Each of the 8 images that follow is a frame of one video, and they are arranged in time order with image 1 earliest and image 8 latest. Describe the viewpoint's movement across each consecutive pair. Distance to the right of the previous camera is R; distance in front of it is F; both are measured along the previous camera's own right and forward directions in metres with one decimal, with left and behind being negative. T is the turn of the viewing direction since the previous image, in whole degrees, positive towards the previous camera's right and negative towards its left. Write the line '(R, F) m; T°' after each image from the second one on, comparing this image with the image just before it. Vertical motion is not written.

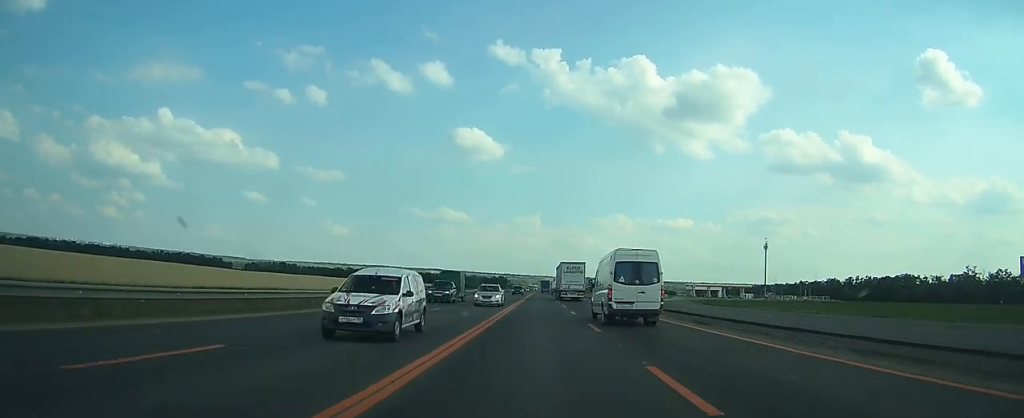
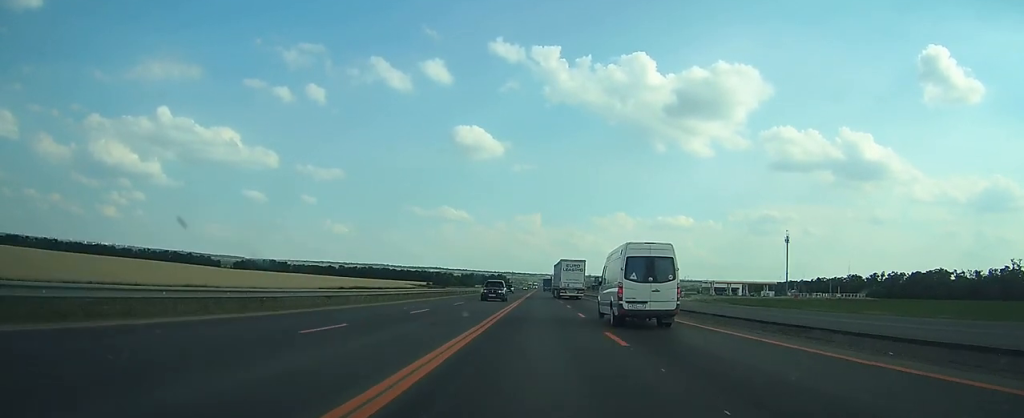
(+0.1, +28.8) m; 0°
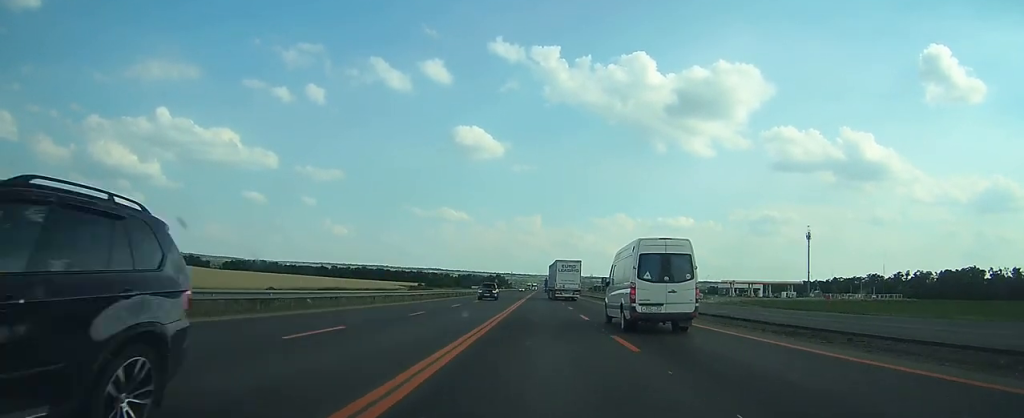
(+0.1, +24.7) m; 0°
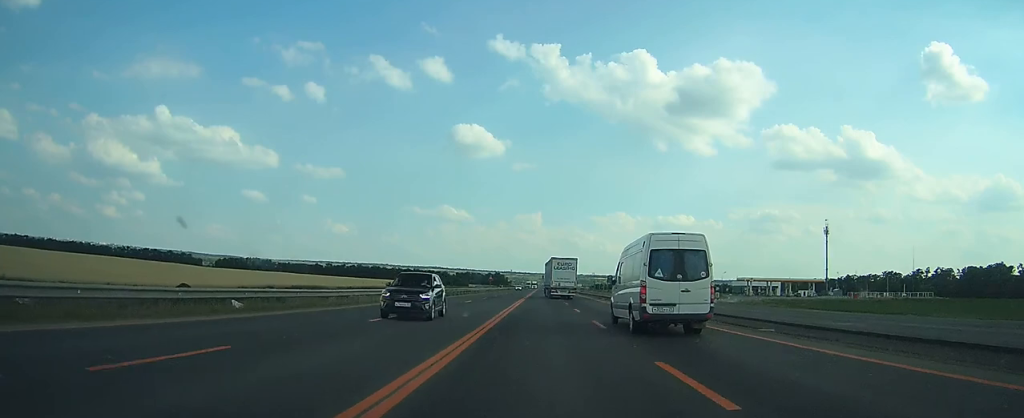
(0.0, +17.8) m; 0°
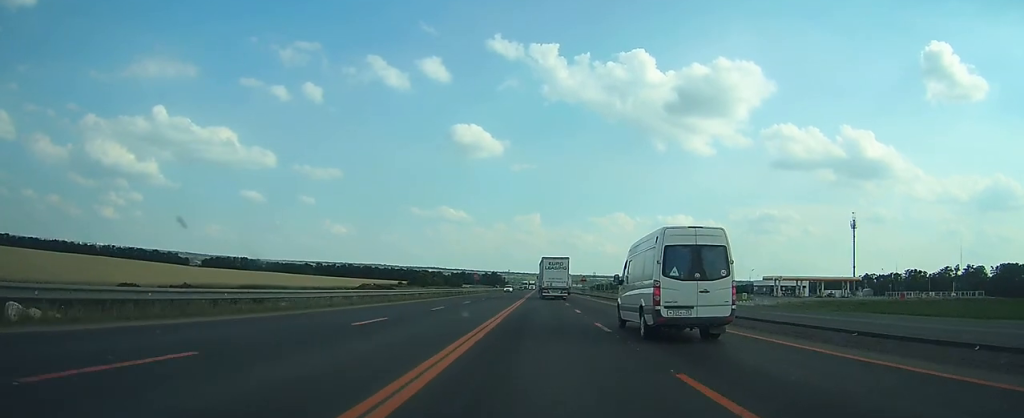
(-0.1, +25.1) m; 0°
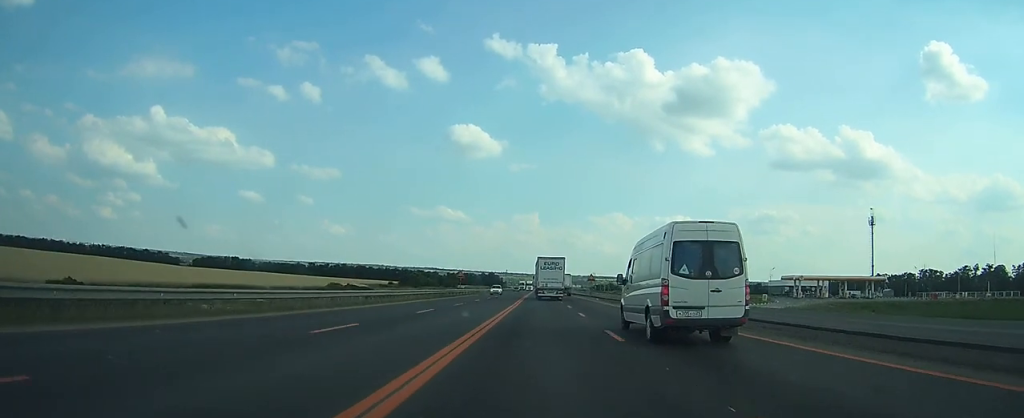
(0.0, +15.4) m; 0°
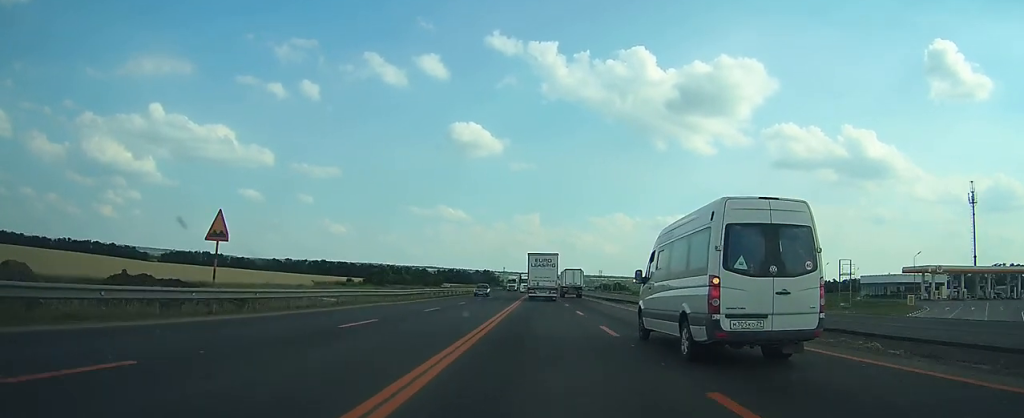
(+0.1, +58.0) m; 0°
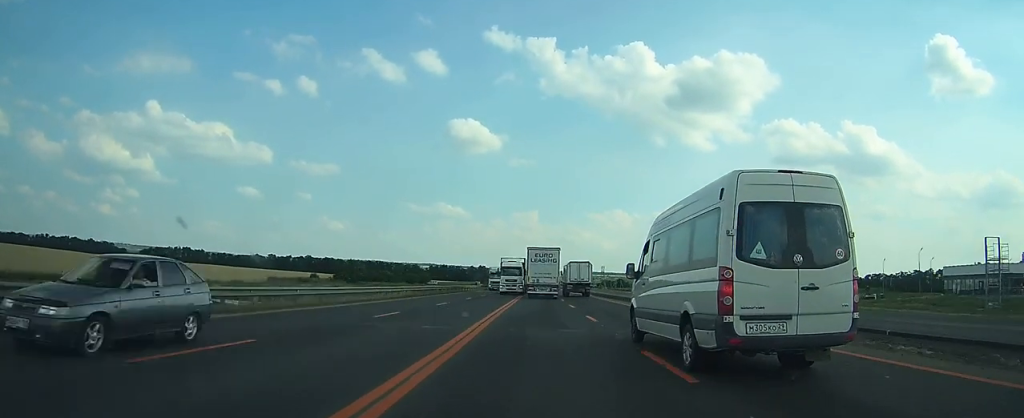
(0.0, +31.8) m; 0°
